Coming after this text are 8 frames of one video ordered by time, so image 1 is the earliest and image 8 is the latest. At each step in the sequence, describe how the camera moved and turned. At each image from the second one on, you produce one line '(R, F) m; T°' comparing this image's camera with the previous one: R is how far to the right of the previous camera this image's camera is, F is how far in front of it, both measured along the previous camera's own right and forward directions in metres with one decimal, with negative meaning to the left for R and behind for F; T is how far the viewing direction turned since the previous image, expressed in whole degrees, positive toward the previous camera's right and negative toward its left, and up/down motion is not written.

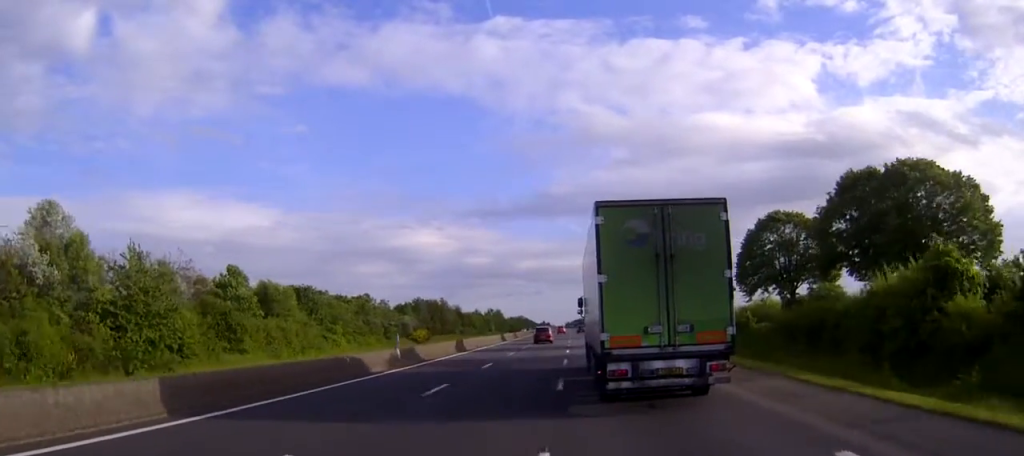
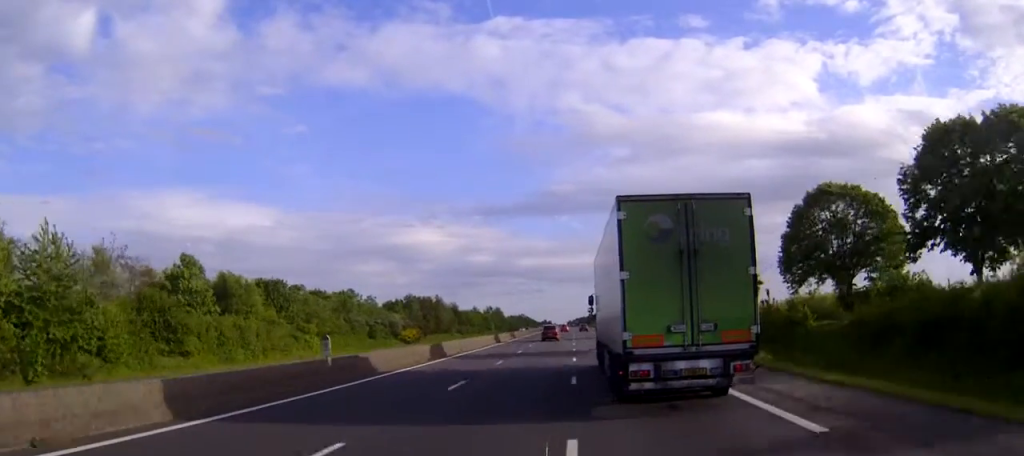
(0.0, +11.8) m; 0°
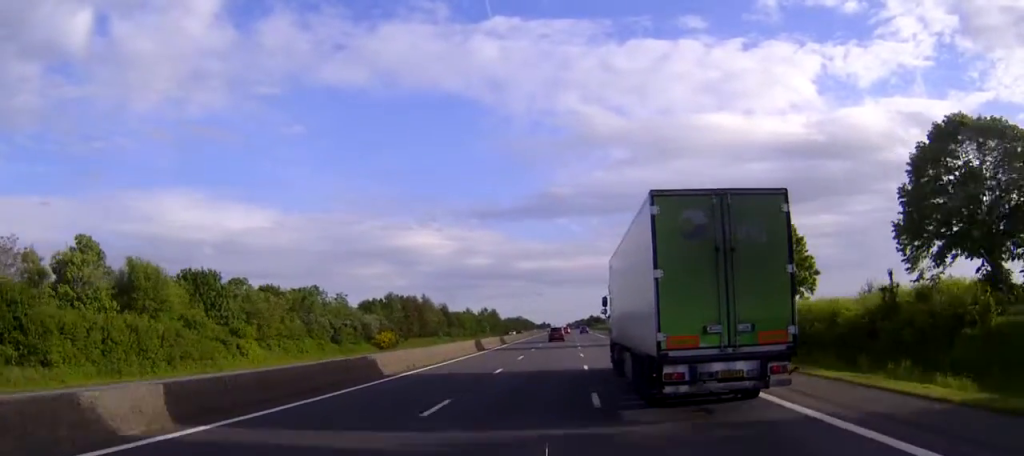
(0.0, +18.5) m; 0°
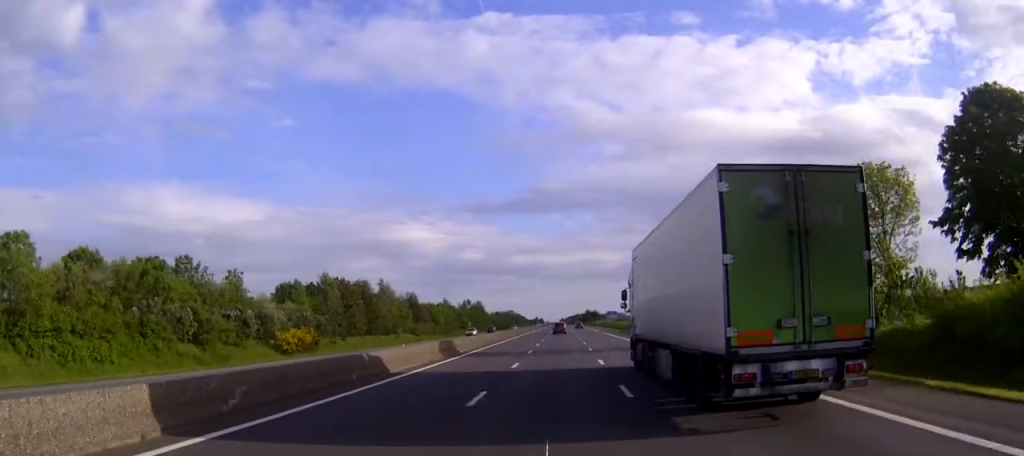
(+0.1, +38.2) m; 0°
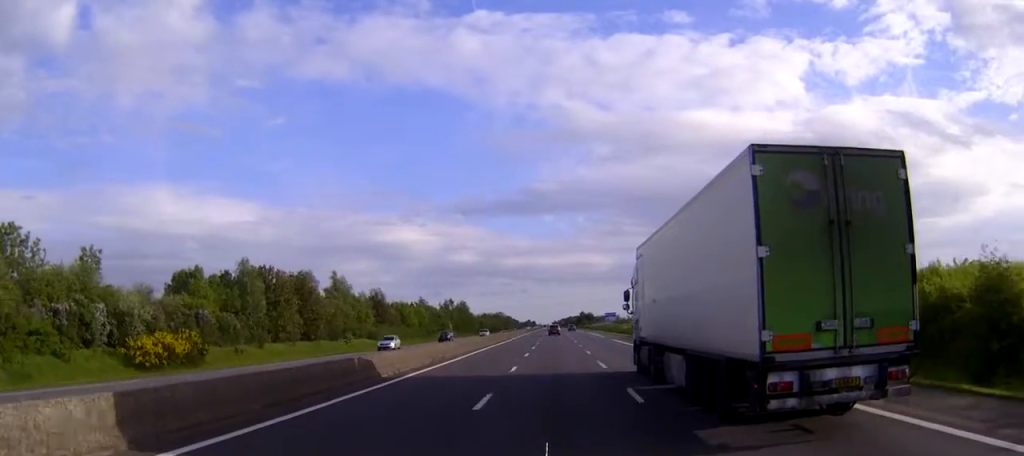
(+0.1, +26.6) m; 0°
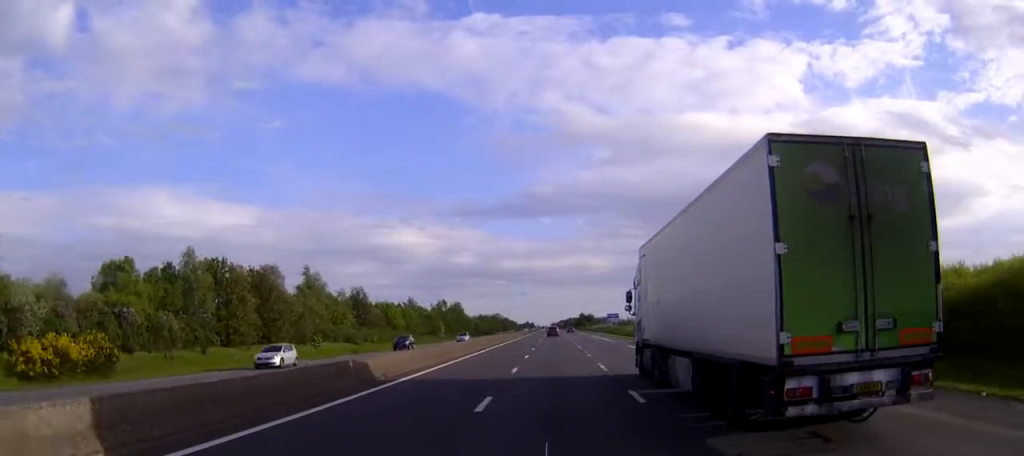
(0.0, +12.9) m; 0°
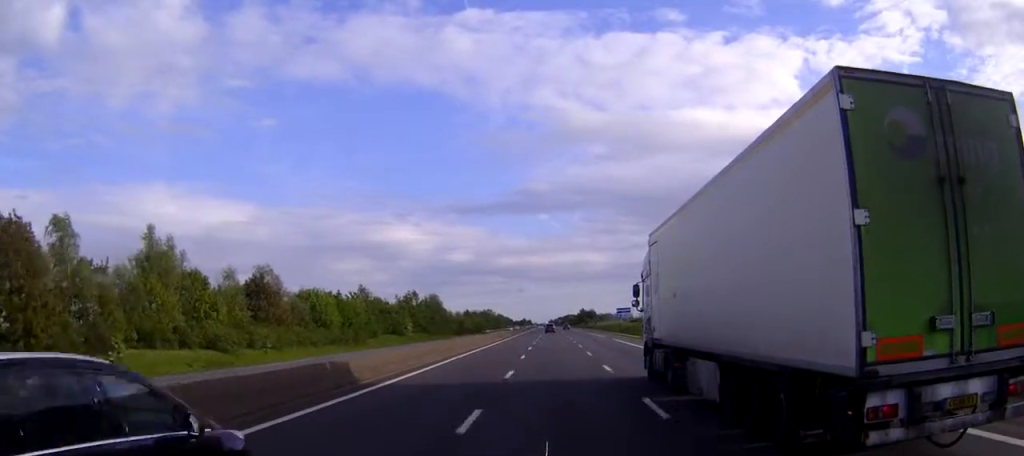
(+0.1, +42.5) m; 0°
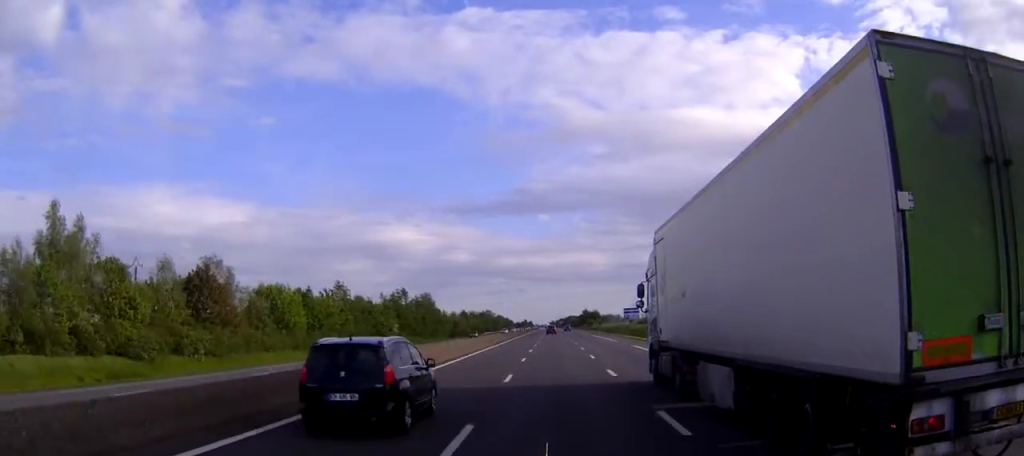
(0.0, +14.8) m; 0°
